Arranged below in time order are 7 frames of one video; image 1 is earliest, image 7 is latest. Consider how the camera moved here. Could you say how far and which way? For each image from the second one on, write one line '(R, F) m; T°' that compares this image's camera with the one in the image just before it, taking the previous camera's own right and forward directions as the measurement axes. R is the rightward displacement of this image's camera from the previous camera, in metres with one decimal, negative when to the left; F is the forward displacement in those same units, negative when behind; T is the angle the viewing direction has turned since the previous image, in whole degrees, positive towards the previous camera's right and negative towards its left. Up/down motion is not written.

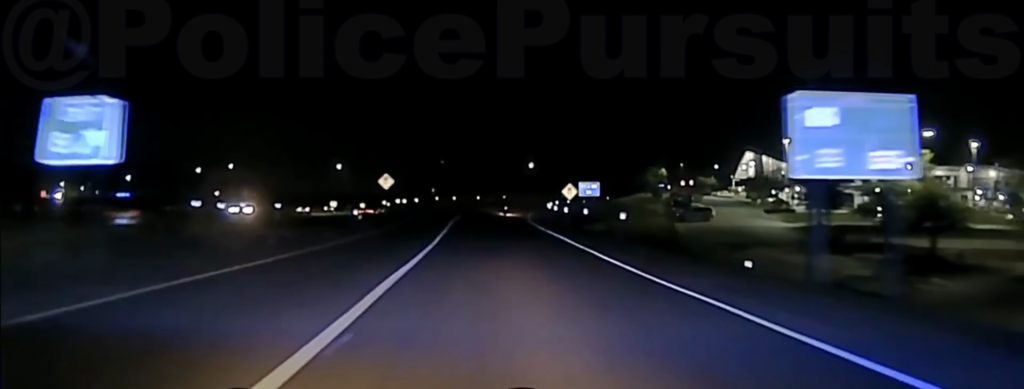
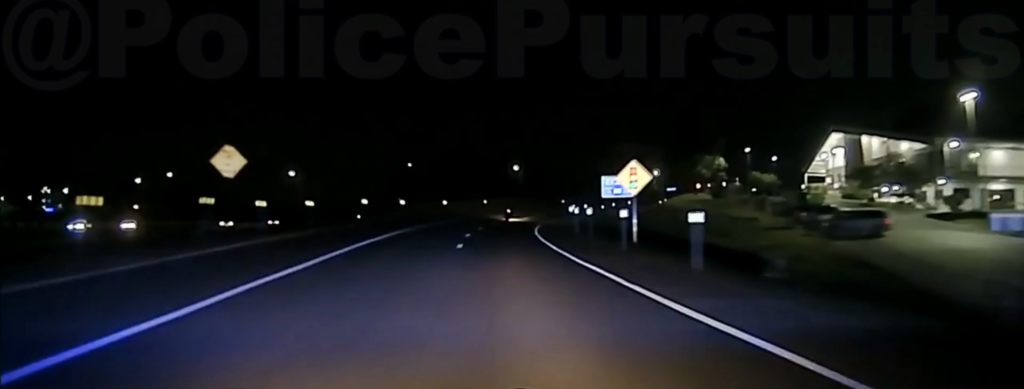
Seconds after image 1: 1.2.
(+0.7, +53.9) m; +2°
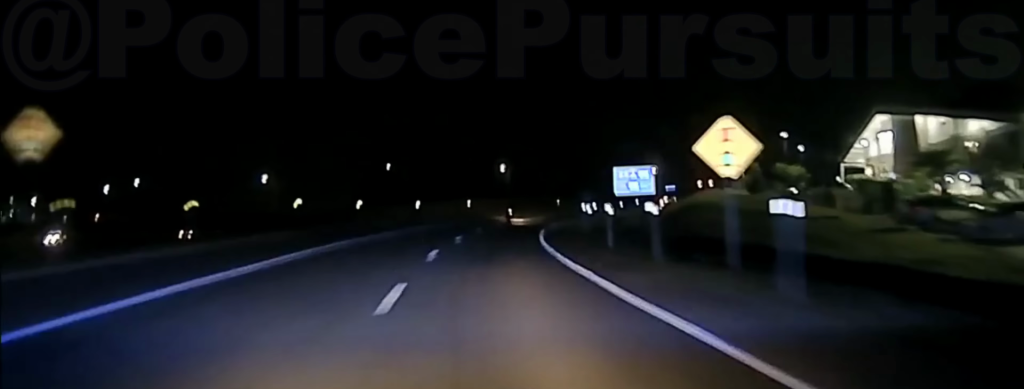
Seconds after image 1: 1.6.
(+0.4, +18.3) m; +1°
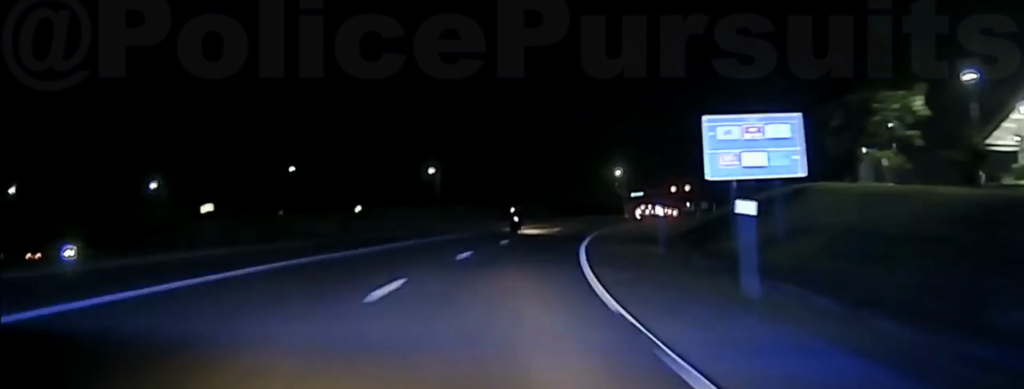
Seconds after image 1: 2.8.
(+1.4, +45.9) m; +5°
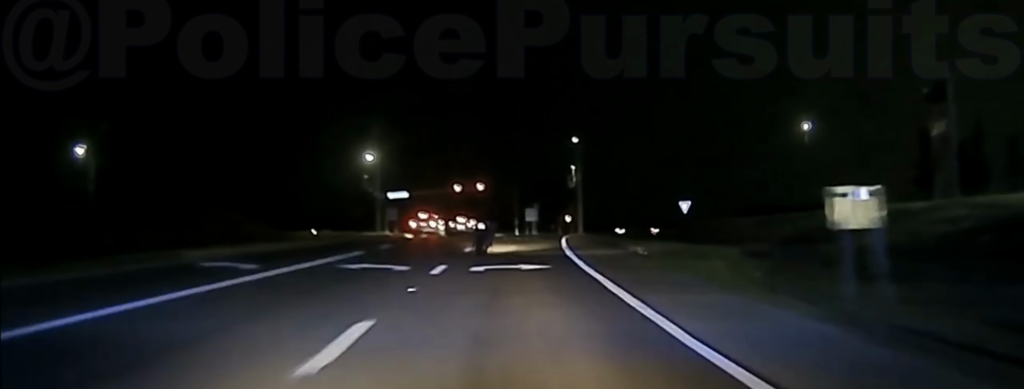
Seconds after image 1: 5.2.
(+10.5, +74.7) m; +16°
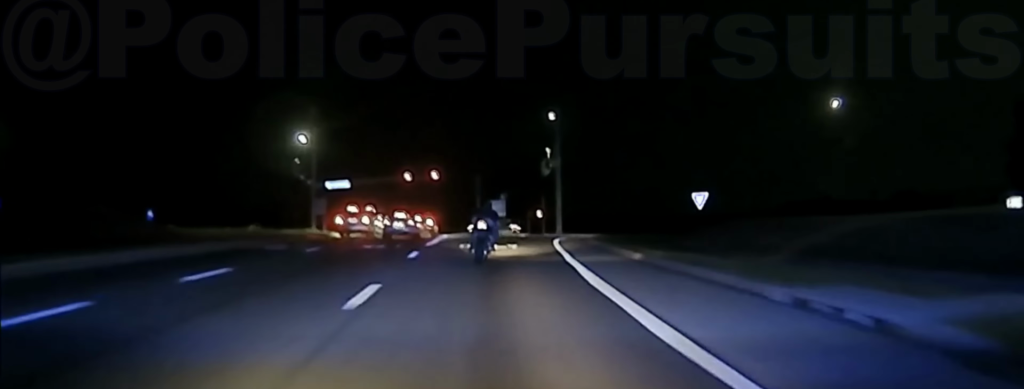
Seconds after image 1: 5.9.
(+0.7, +17.9) m; +2°
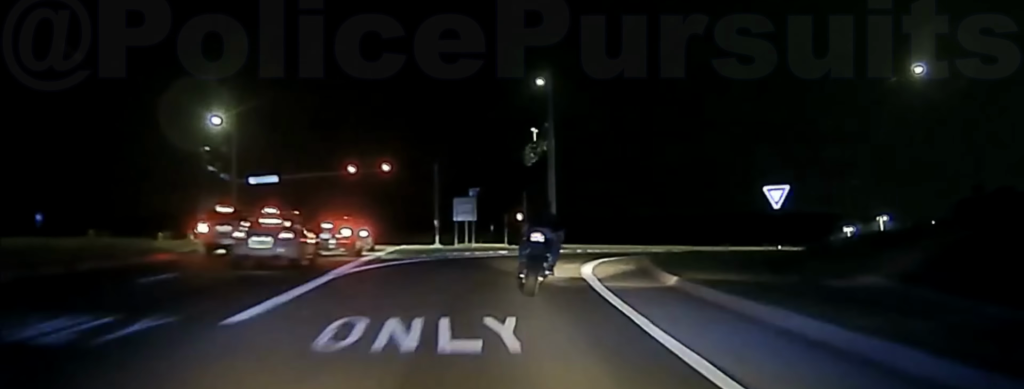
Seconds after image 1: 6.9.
(+0.5, +21.0) m; +4°
